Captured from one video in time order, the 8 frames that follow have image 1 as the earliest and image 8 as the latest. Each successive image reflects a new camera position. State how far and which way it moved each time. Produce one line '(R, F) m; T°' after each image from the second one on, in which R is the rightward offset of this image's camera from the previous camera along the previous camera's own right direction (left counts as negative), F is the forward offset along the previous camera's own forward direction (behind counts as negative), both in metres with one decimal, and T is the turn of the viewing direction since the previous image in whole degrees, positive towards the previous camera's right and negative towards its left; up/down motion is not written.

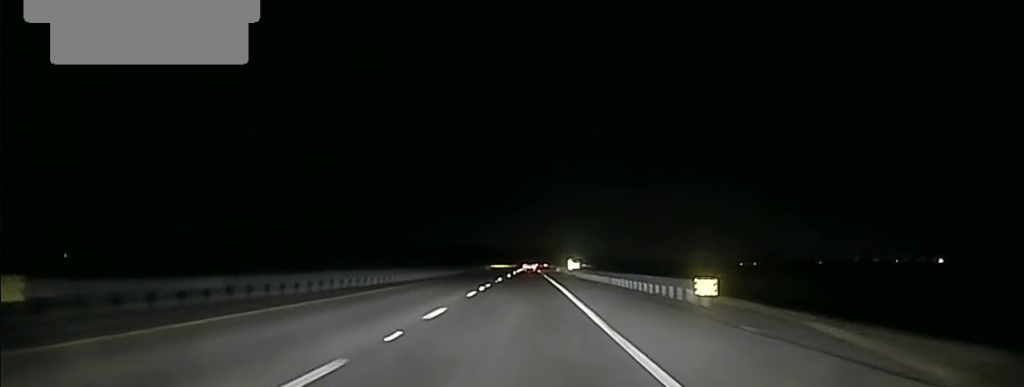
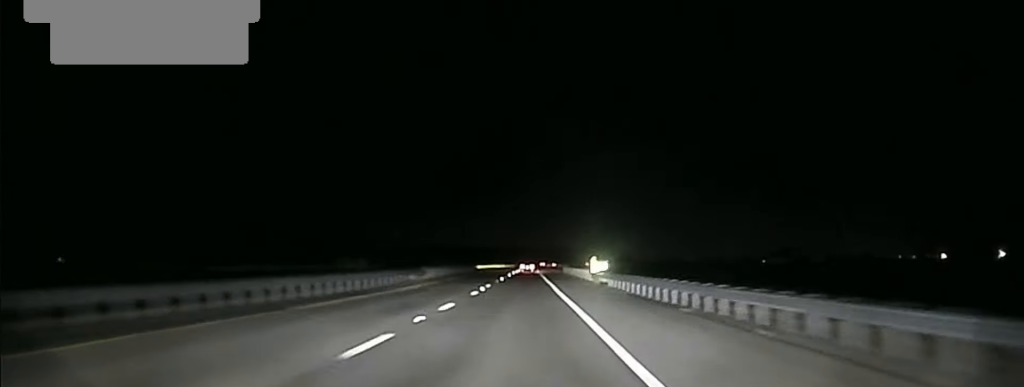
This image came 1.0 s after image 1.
(0.0, +39.6) m; 0°
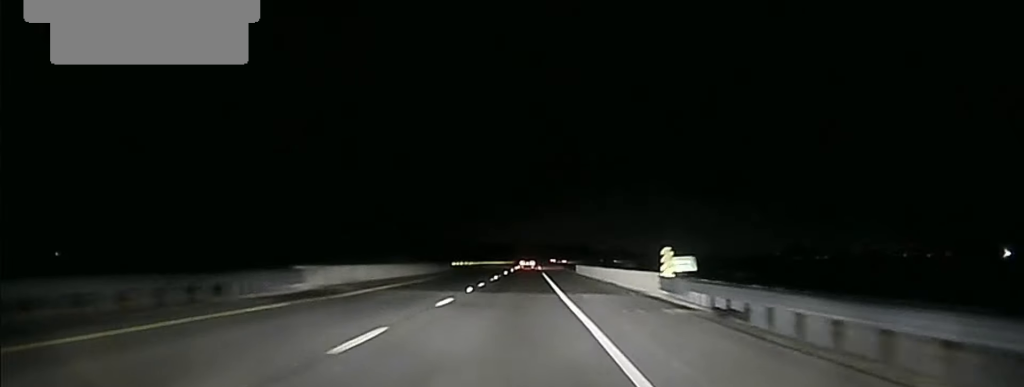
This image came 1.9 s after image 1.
(0.0, +33.1) m; 0°
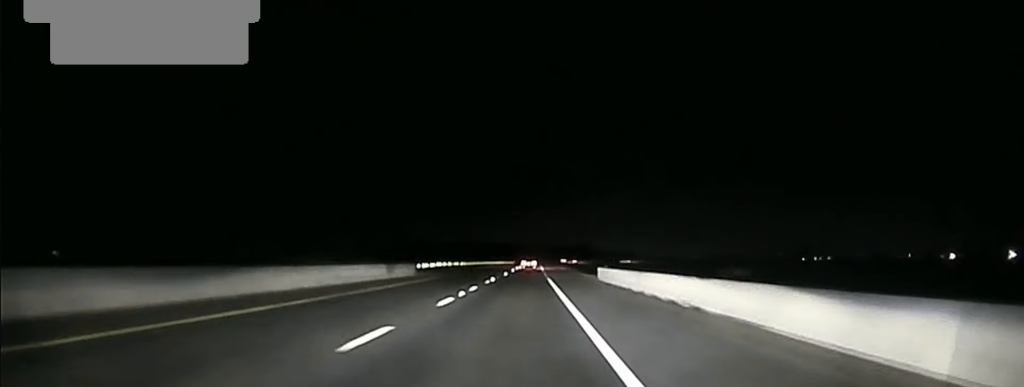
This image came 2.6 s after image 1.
(+0.1, +27.3) m; 0°
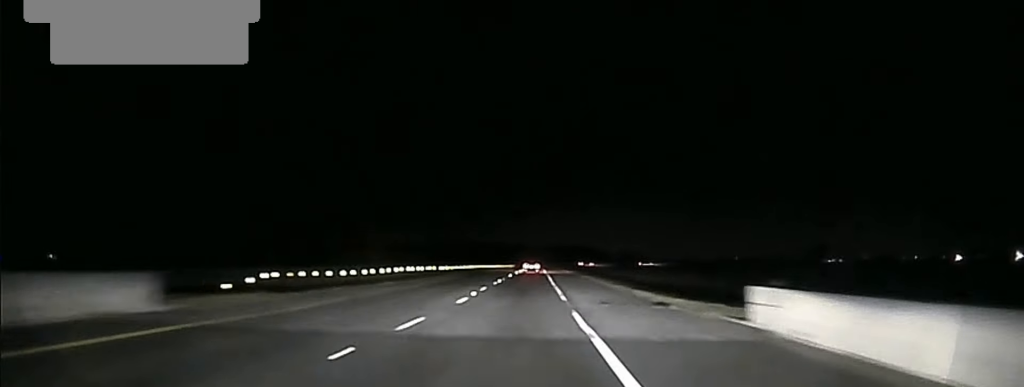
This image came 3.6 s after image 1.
(-0.1, +40.8) m; 0°
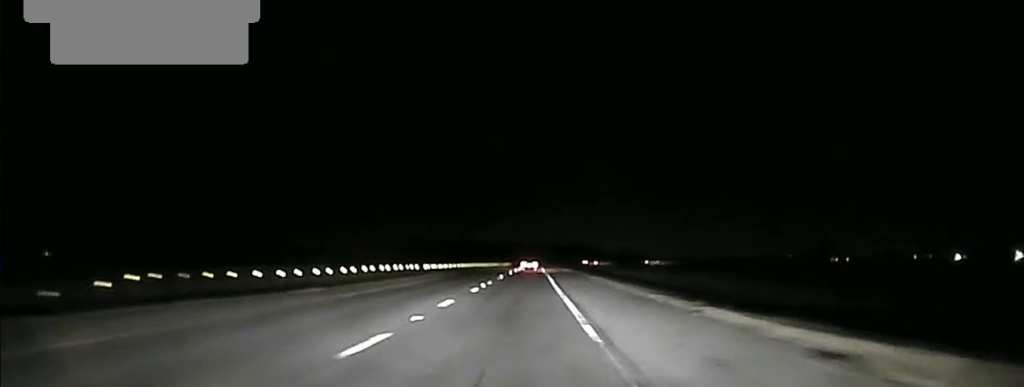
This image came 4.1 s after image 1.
(0.0, +16.6) m; 0°
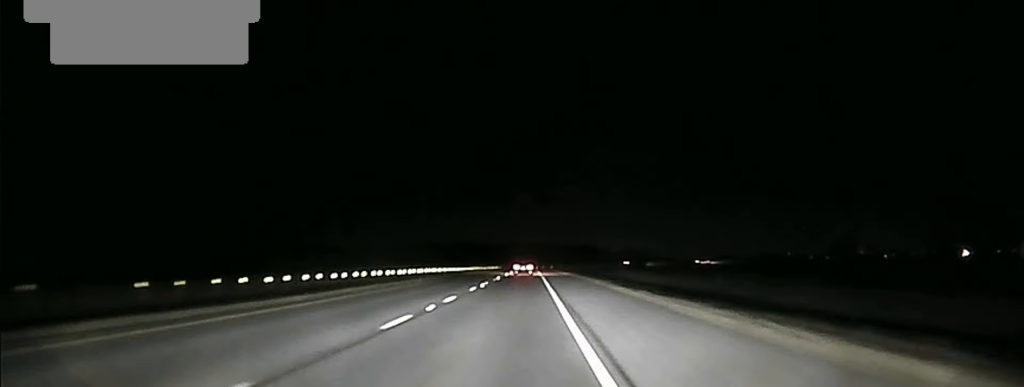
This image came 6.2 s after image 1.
(+0.6, +86.1) m; 0°
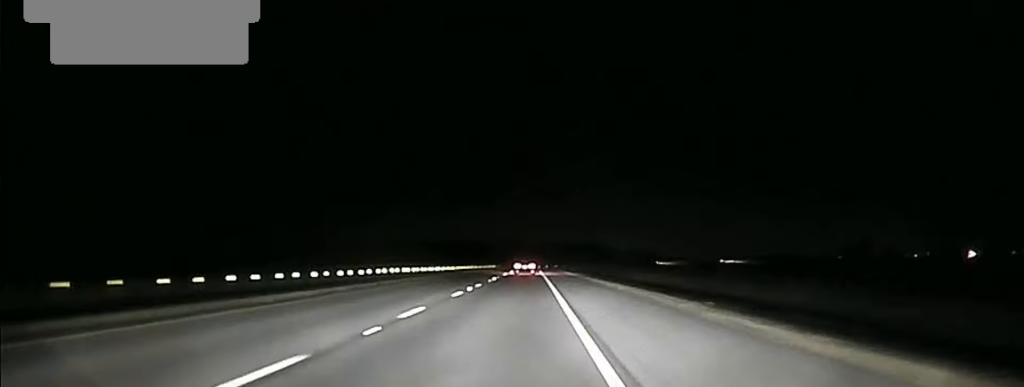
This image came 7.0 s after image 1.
(-0.3, +32.4) m; 0°
